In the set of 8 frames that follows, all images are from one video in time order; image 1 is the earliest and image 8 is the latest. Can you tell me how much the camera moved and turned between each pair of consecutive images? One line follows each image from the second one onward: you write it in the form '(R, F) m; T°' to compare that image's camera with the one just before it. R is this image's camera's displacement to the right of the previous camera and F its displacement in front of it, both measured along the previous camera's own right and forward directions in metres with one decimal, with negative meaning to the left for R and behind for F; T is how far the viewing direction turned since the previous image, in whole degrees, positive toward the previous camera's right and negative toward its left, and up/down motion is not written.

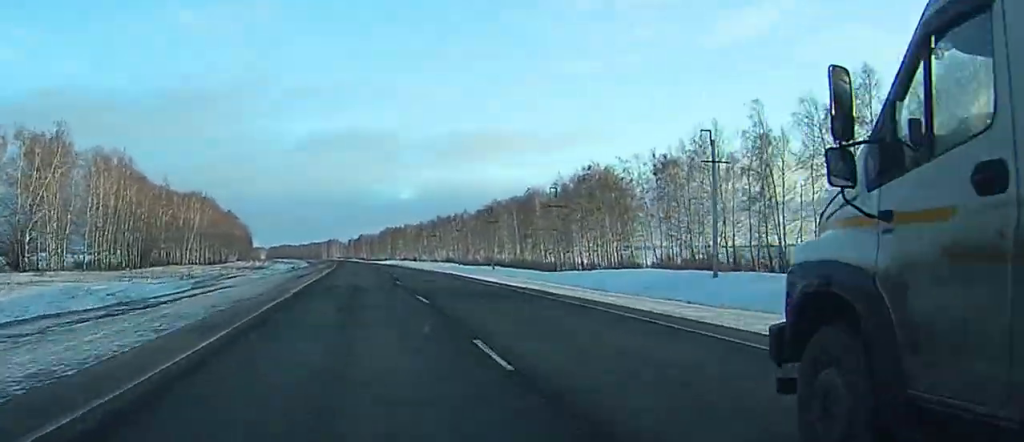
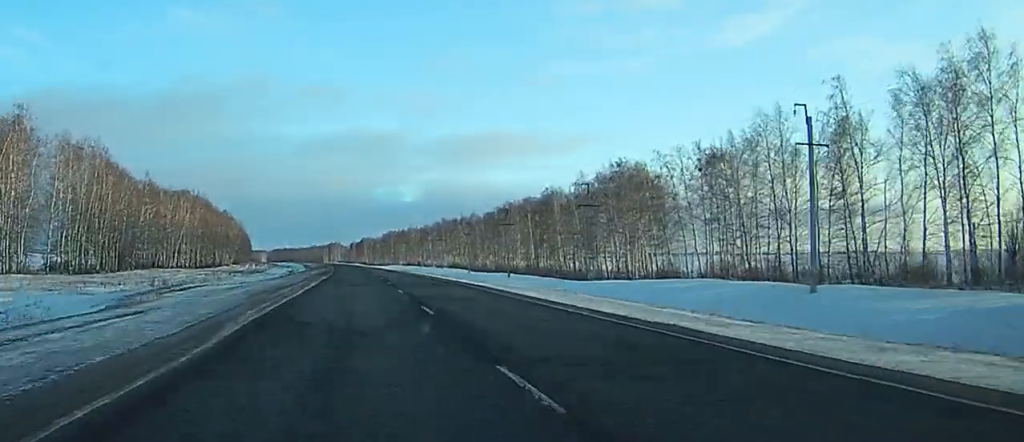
(0.0, +14.3) m; 0°
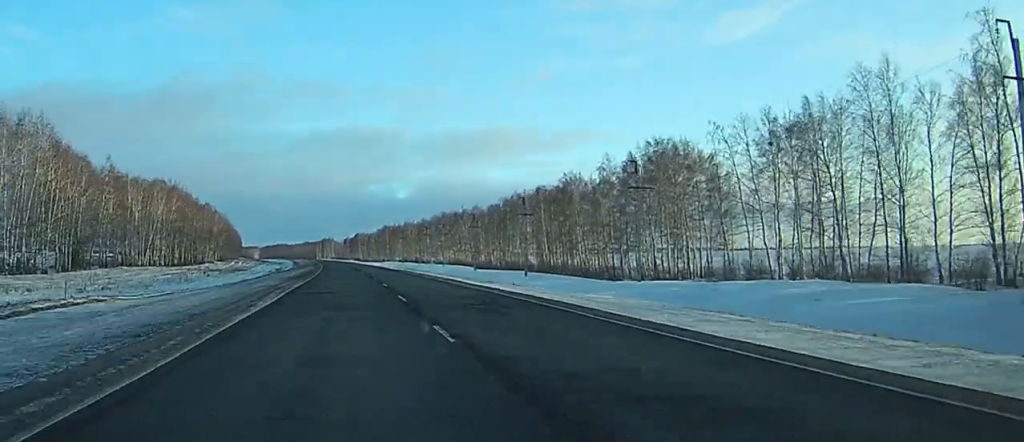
(+0.1, +18.7) m; 0°
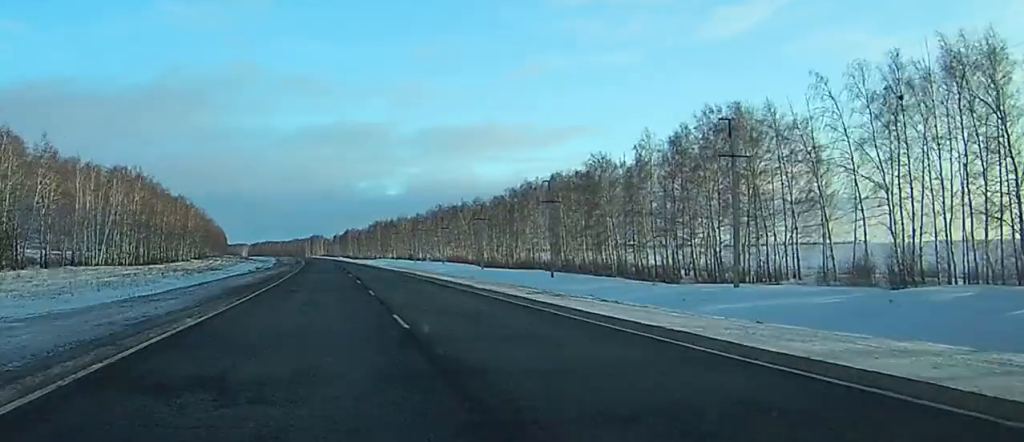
(0.0, +21.9) m; 0°
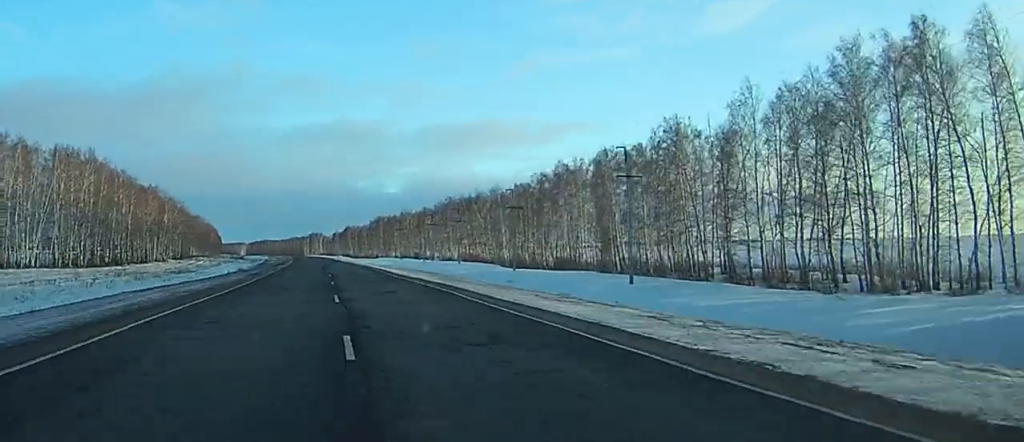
(-0.1, +28.5) m; 0°
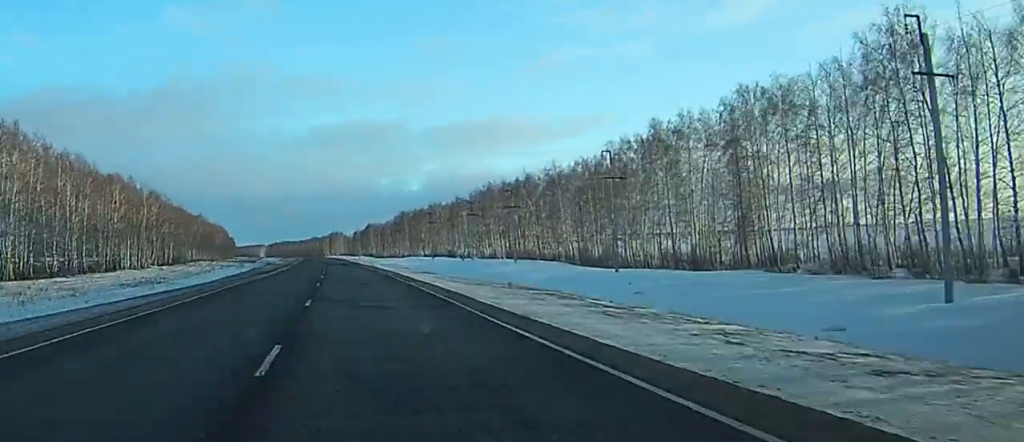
(0.0, +37.4) m; 0°
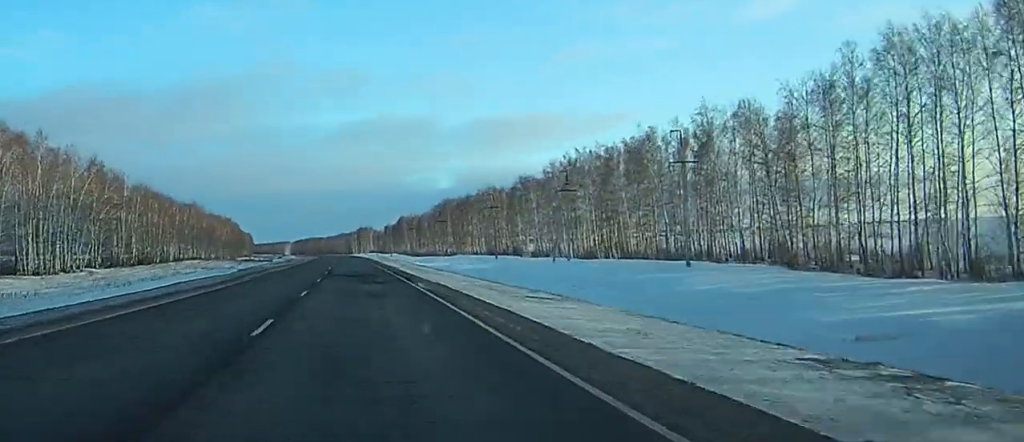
(-0.6, +56.2) m; -2°
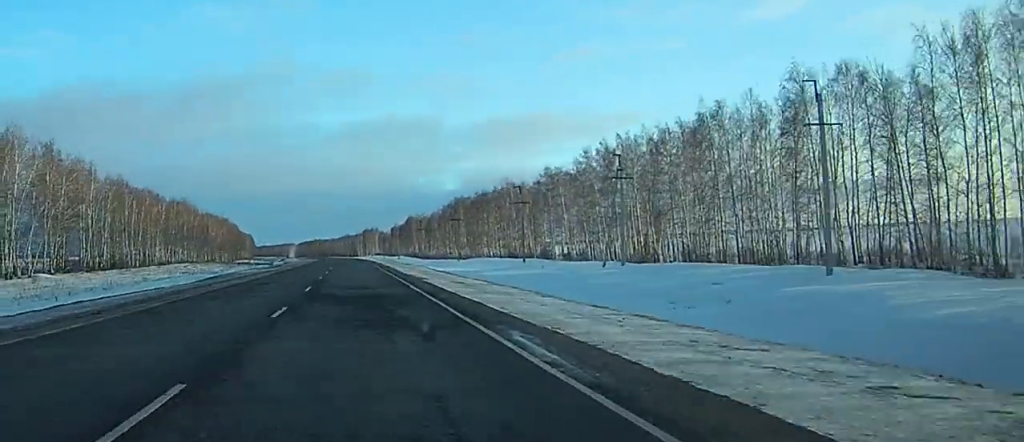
(-0.2, +19.9) m; 0°
